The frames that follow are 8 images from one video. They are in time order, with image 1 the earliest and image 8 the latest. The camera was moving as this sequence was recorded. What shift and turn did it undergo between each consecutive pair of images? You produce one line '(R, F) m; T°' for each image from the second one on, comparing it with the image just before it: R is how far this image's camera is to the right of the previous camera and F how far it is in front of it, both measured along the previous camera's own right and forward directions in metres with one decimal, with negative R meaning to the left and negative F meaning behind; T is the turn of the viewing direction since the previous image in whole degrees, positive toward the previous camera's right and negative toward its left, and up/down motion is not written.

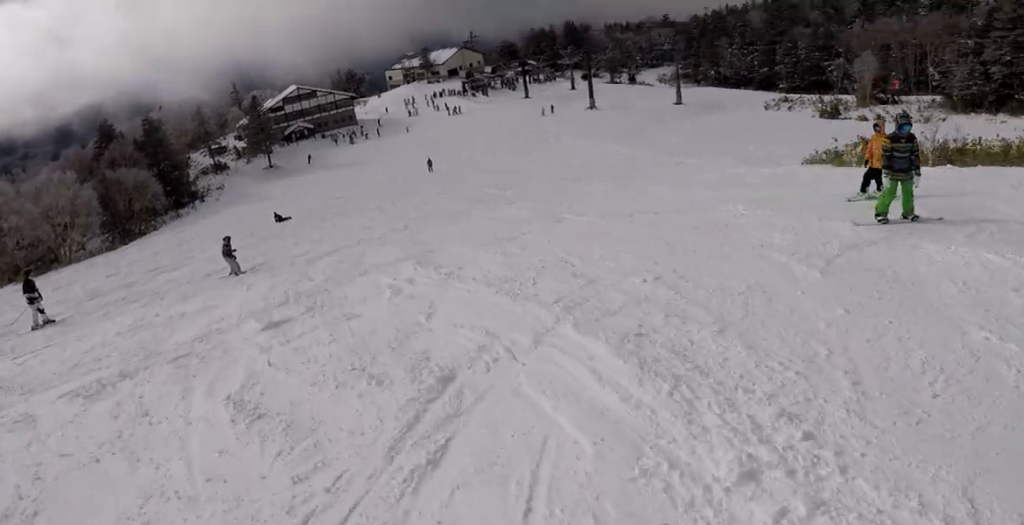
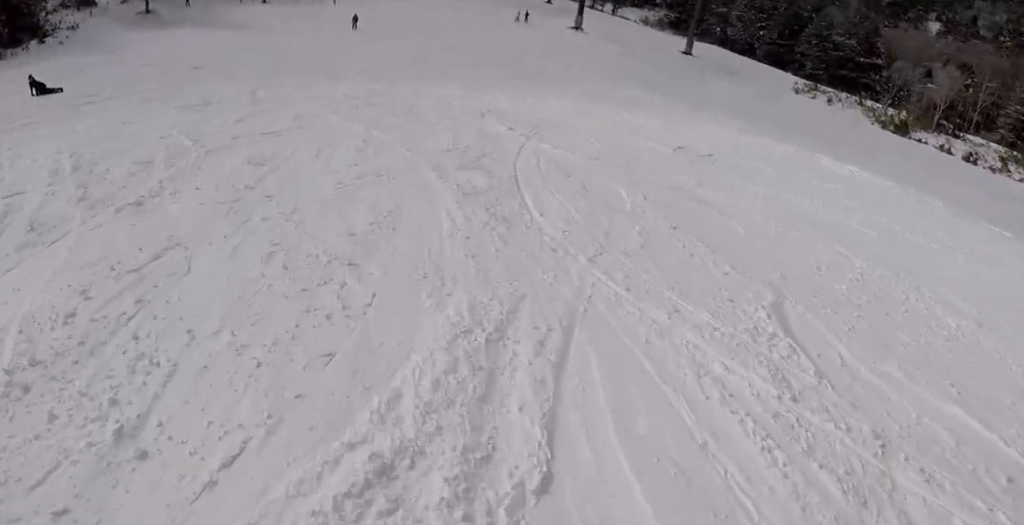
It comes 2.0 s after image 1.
(+1.9, +24.8) m; +5°
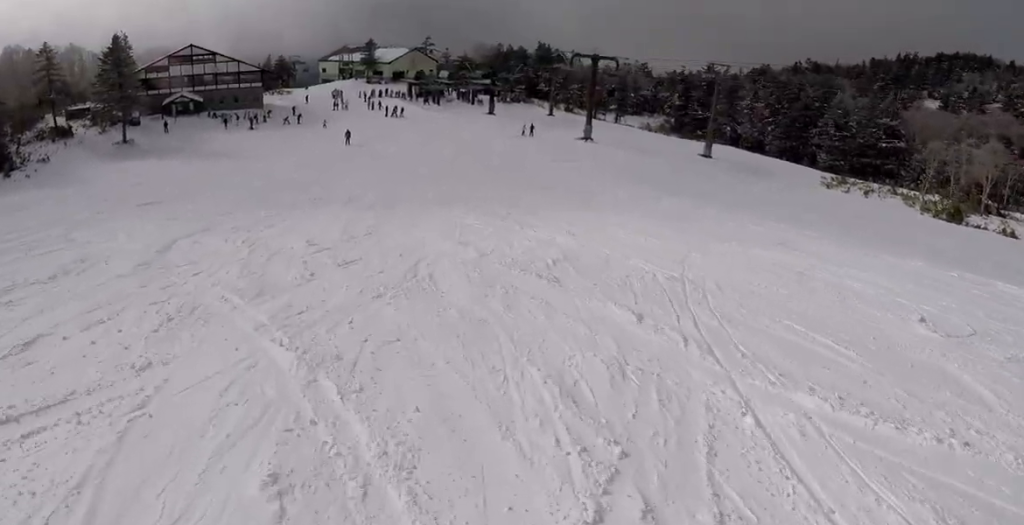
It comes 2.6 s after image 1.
(+0.6, +8.1) m; -3°
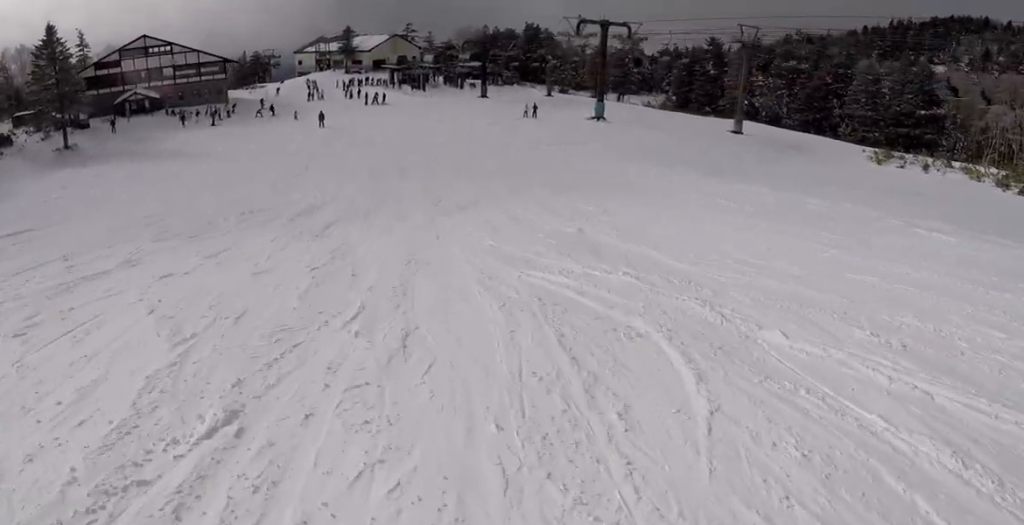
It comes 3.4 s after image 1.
(-1.4, +10.6) m; 0°
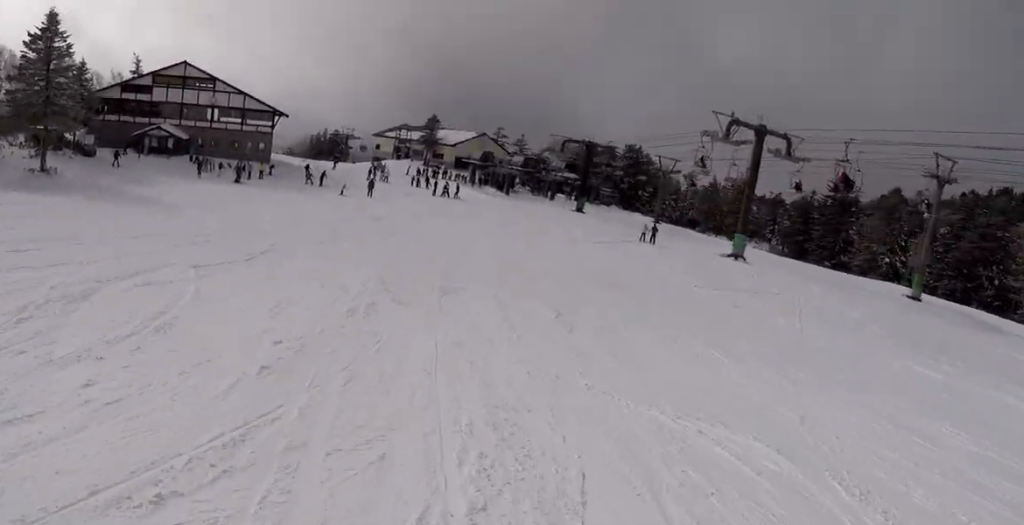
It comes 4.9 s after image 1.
(+1.0, +17.5) m; -3°
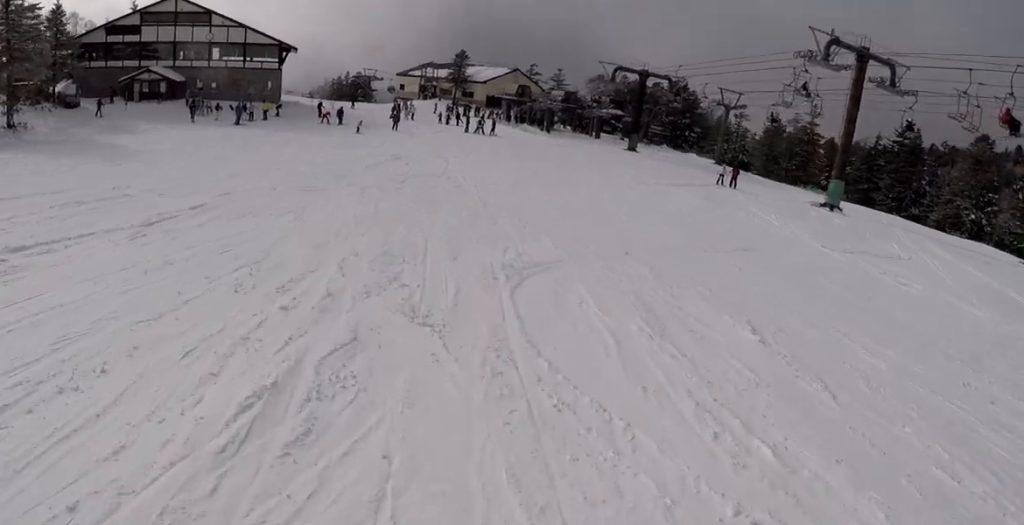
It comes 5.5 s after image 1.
(-0.6, +7.4) m; -6°
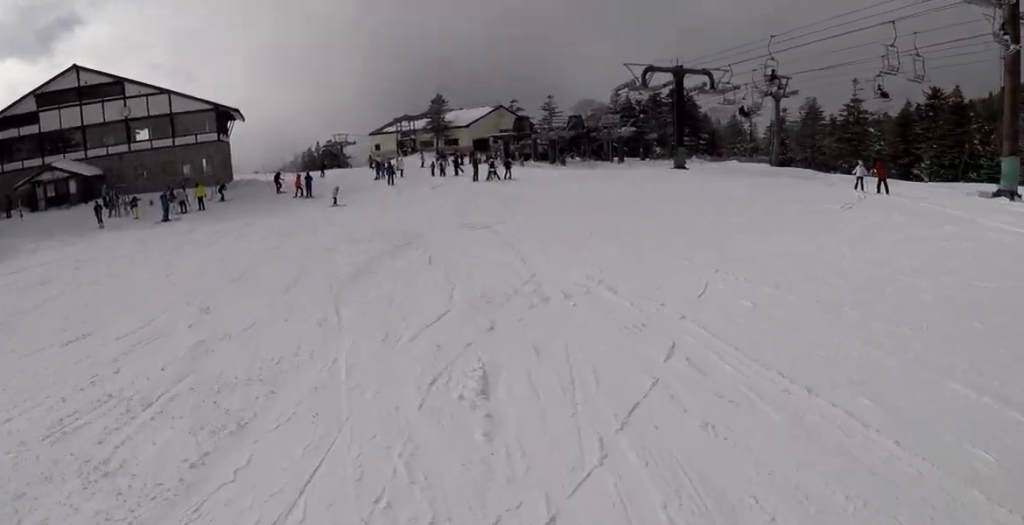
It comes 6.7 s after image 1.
(0.0, +13.7) m; +7°
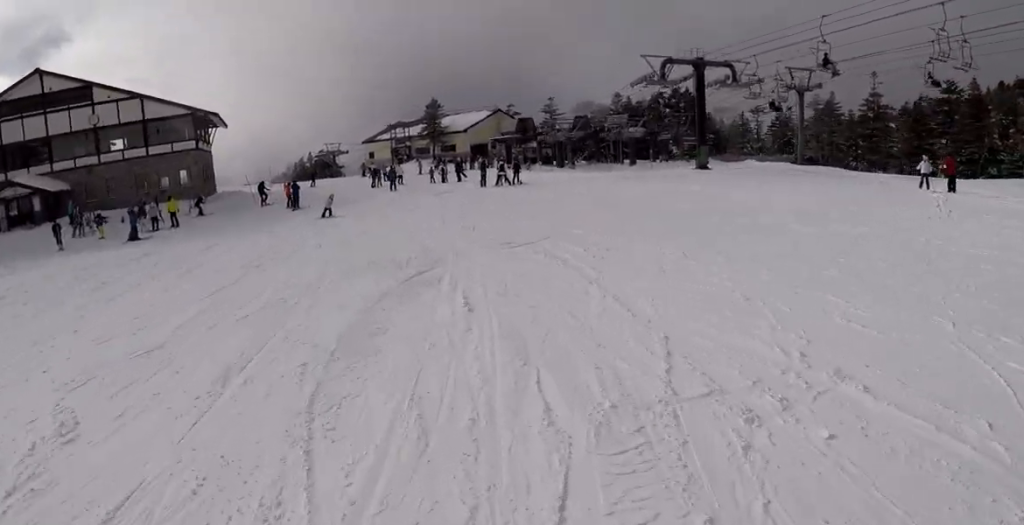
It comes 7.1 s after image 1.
(+0.8, +4.1) m; 0°
